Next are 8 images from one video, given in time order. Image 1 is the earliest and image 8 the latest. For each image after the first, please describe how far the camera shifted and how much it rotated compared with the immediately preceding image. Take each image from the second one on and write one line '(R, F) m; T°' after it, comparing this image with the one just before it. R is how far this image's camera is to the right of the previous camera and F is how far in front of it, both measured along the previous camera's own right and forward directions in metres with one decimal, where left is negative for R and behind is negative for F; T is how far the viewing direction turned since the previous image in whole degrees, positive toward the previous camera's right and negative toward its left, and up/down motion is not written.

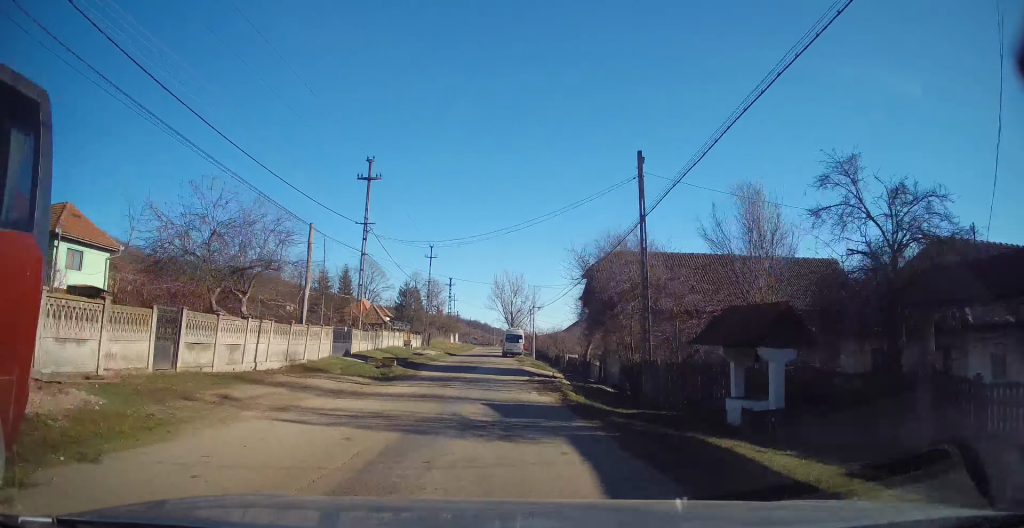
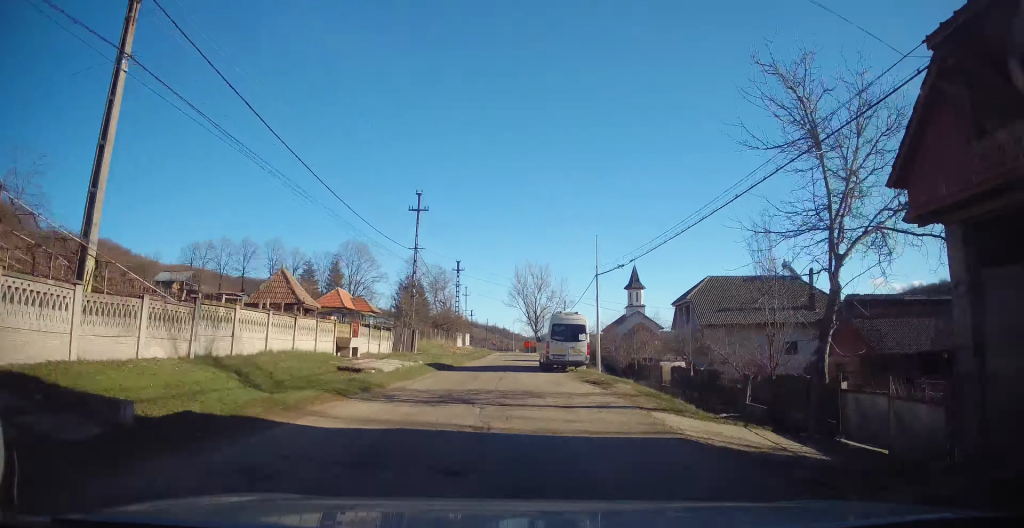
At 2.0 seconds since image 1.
(-0.5, +24.3) m; -1°
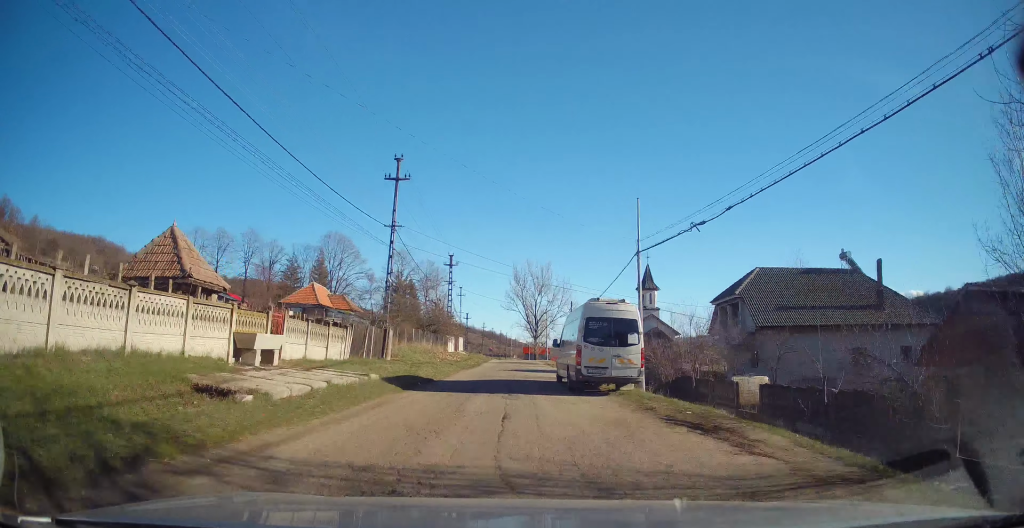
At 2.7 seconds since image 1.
(+0.2, +8.9) m; +1°
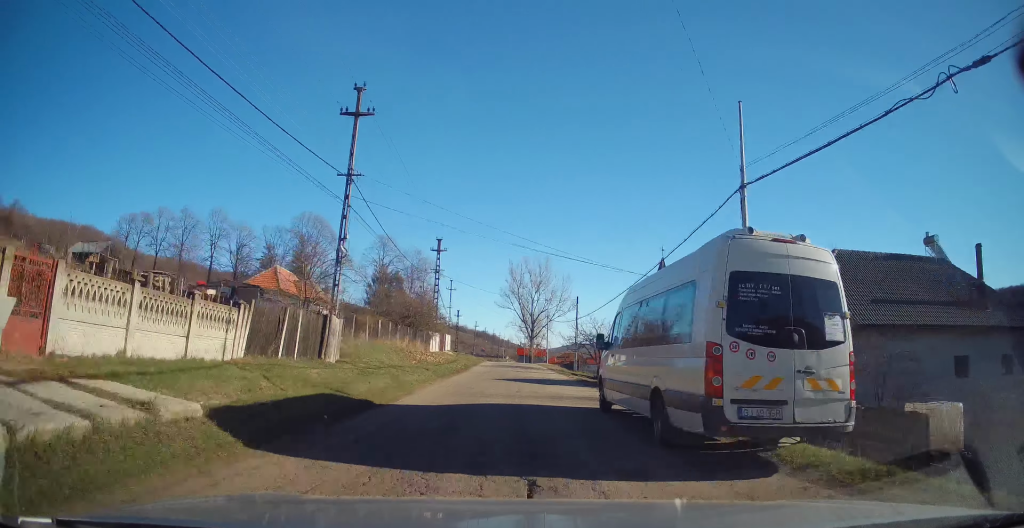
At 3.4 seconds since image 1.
(0.0, +9.7) m; 0°
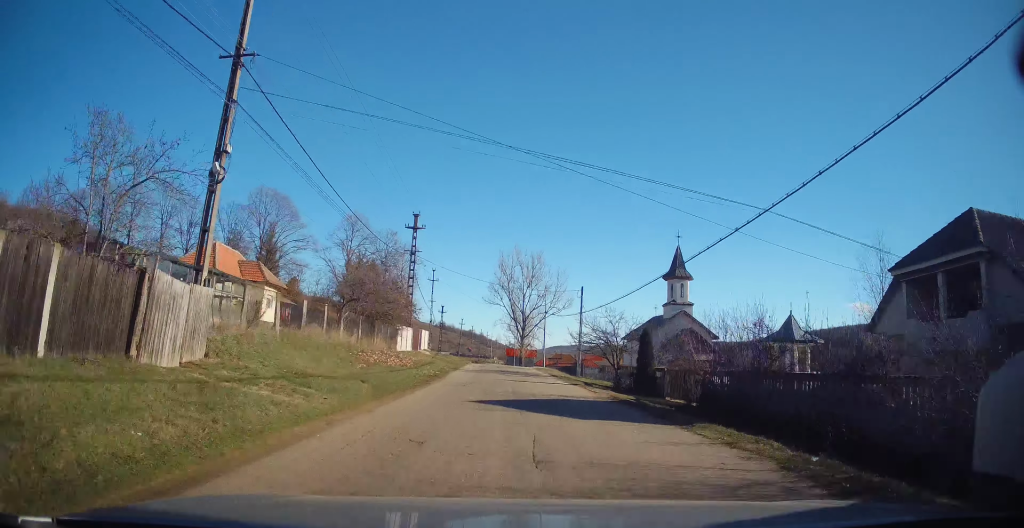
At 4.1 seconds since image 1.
(0.0, +10.4) m; 0°
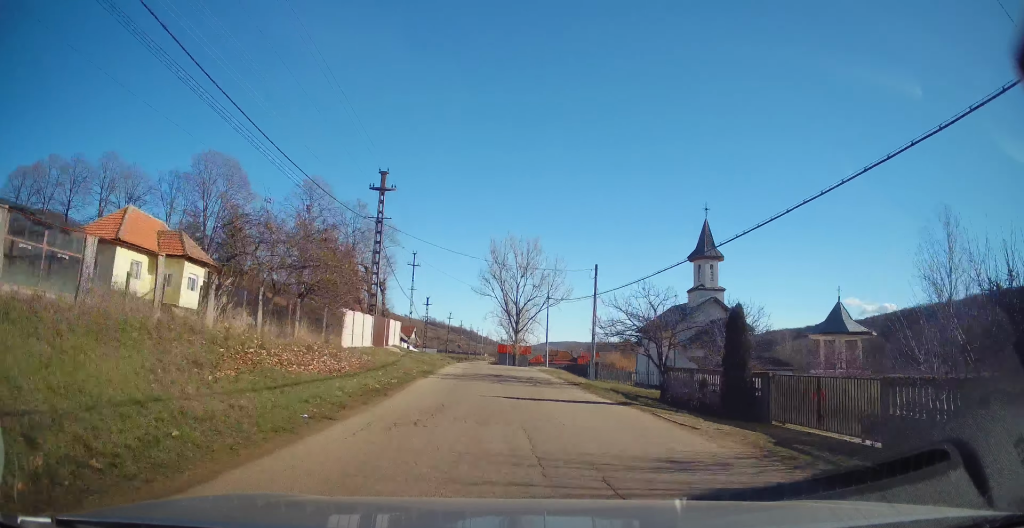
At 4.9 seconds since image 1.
(0.0, +10.6) m; 0°
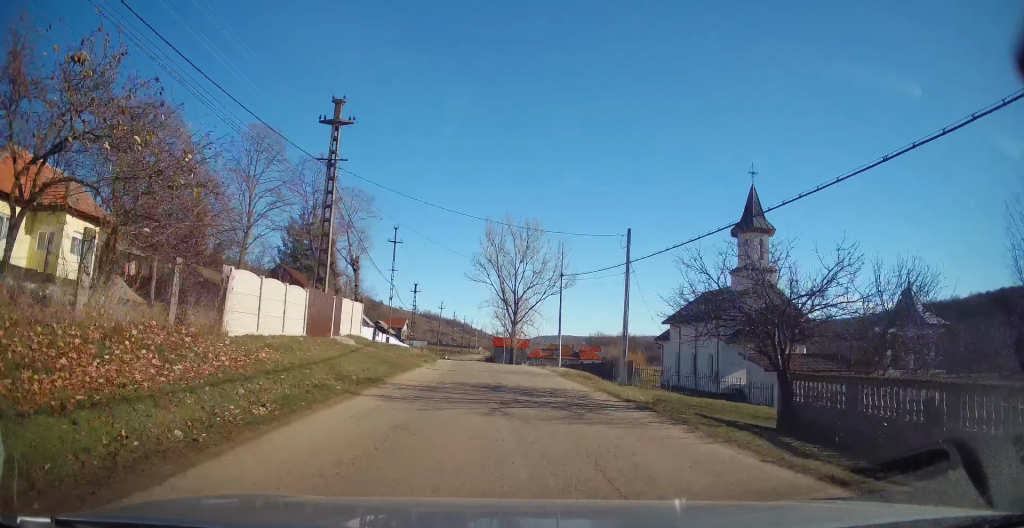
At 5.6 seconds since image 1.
(-0.1, +10.3) m; +1°
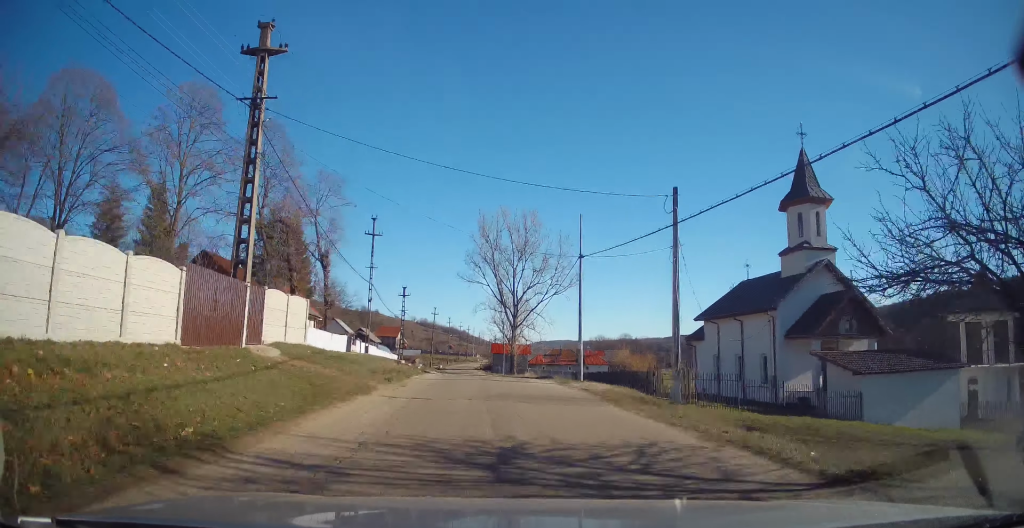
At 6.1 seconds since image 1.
(+0.2, +8.4) m; +1°
